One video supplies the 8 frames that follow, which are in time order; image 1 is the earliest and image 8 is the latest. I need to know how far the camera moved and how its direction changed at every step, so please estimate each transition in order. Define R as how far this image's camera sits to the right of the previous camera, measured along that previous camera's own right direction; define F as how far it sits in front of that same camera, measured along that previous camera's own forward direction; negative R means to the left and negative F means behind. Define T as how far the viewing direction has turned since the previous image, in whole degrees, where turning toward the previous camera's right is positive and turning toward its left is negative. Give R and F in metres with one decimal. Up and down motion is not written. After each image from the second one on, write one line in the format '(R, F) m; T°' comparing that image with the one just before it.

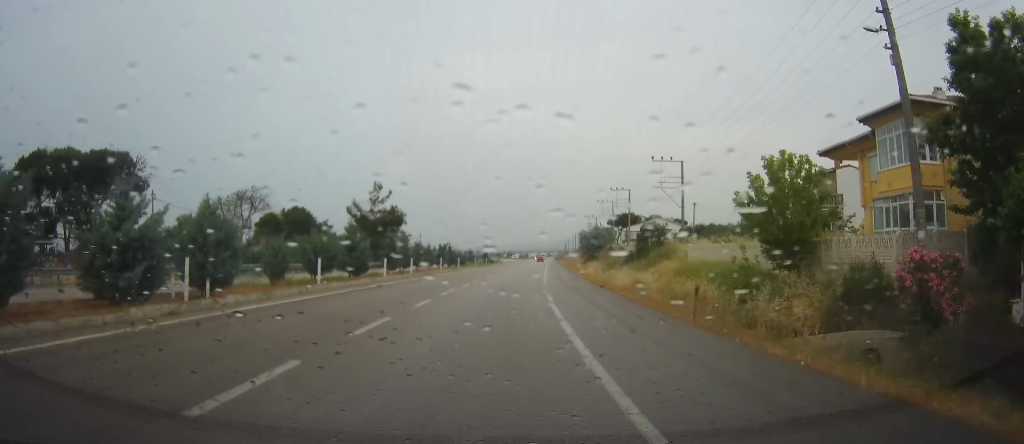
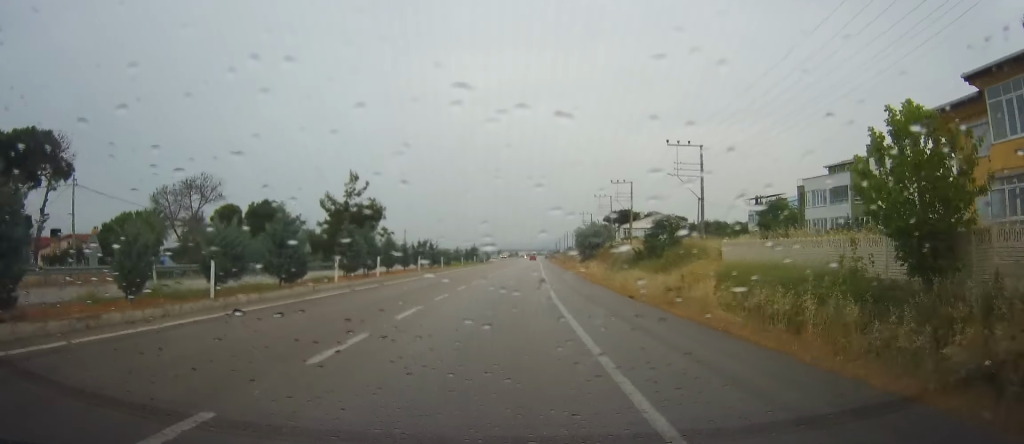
(0.0, +8.6) m; 0°
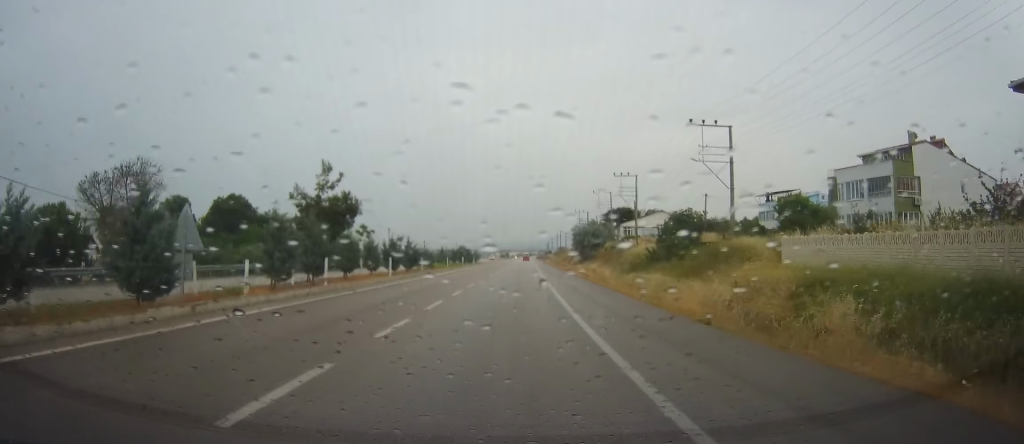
(0.0, +9.5) m; 0°
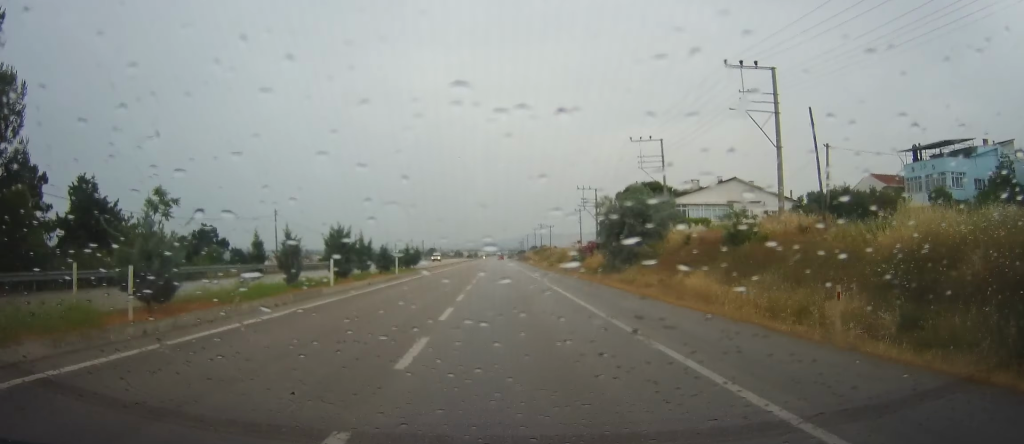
(+1.1, +50.9) m; +2°
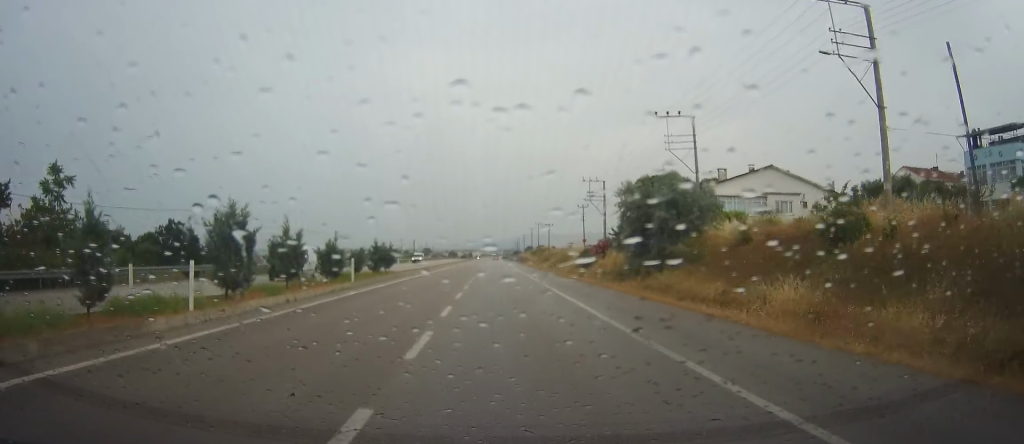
(-0.3, +10.9) m; 0°
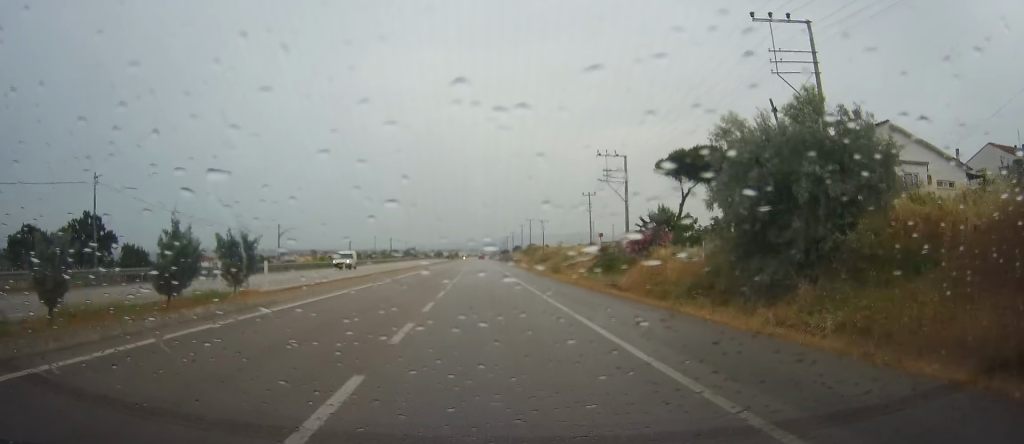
(+0.3, +22.9) m; +1°
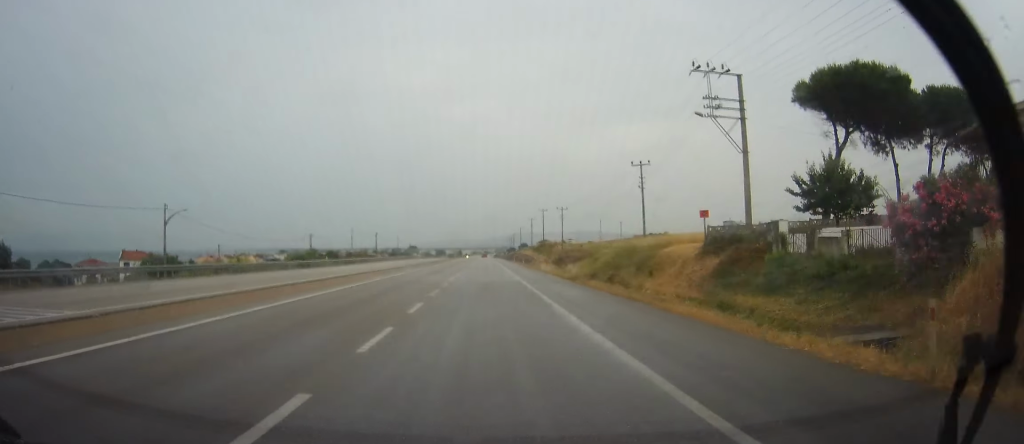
(+0.1, +31.3) m; 0°
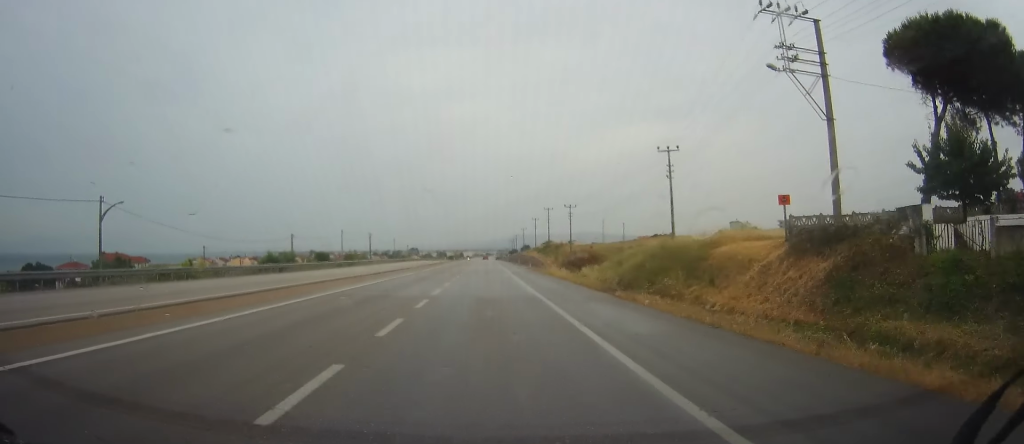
(0.0, +9.6) m; 0°
